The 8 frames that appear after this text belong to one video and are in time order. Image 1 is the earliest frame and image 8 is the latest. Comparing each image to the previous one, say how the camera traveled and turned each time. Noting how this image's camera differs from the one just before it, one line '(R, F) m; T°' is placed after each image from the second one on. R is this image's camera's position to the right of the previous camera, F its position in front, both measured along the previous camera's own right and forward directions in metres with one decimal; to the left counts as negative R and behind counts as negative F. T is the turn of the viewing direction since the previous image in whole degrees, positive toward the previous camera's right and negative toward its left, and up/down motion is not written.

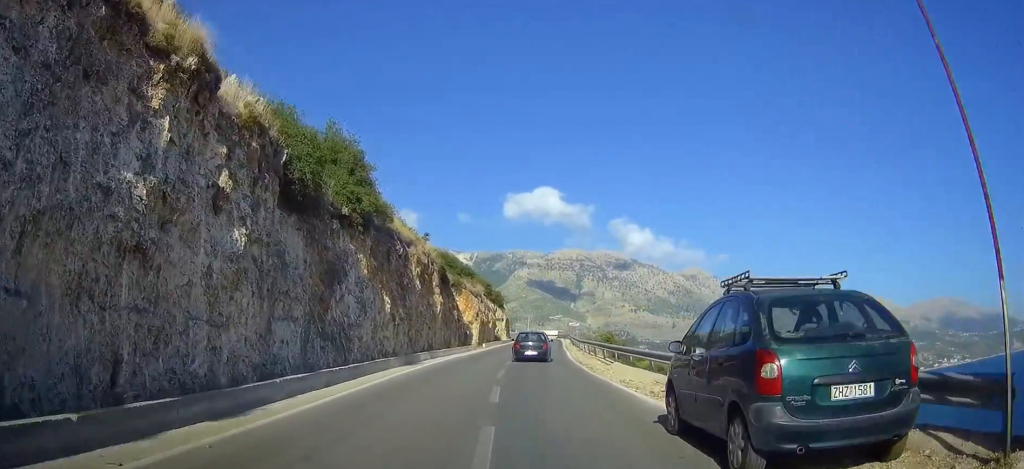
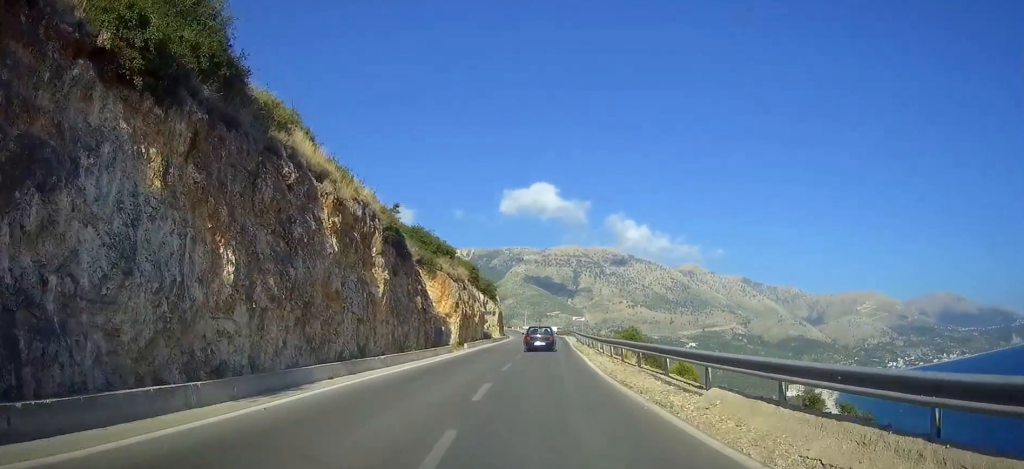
(+0.3, +15.4) m; +2°
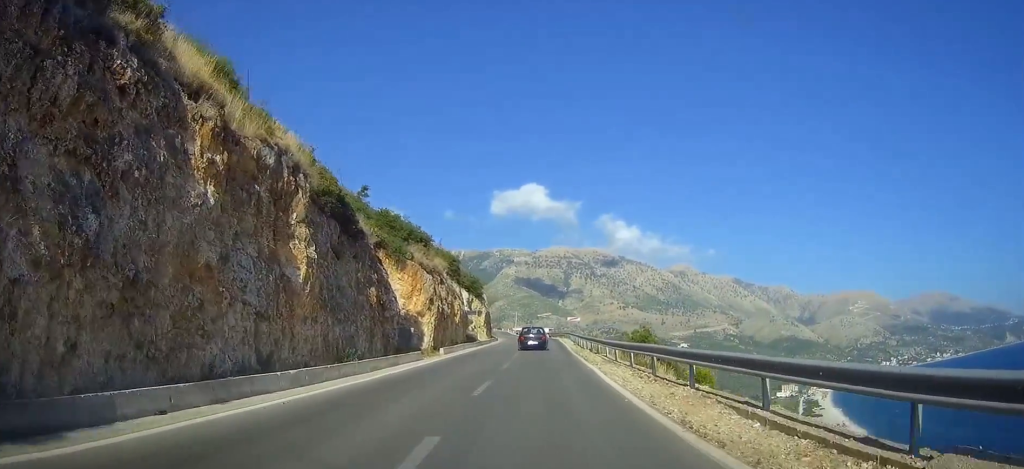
(0.0, +8.1) m; 0°
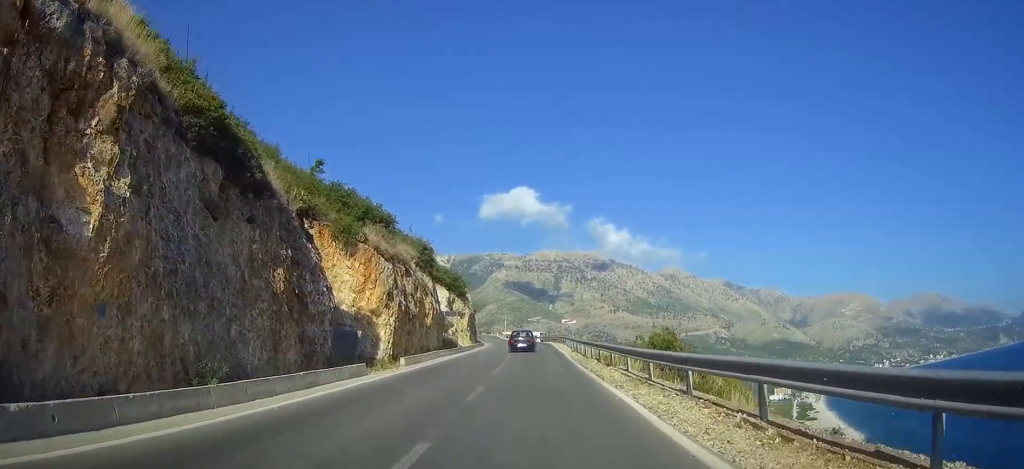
(0.0, +9.0) m; 0°
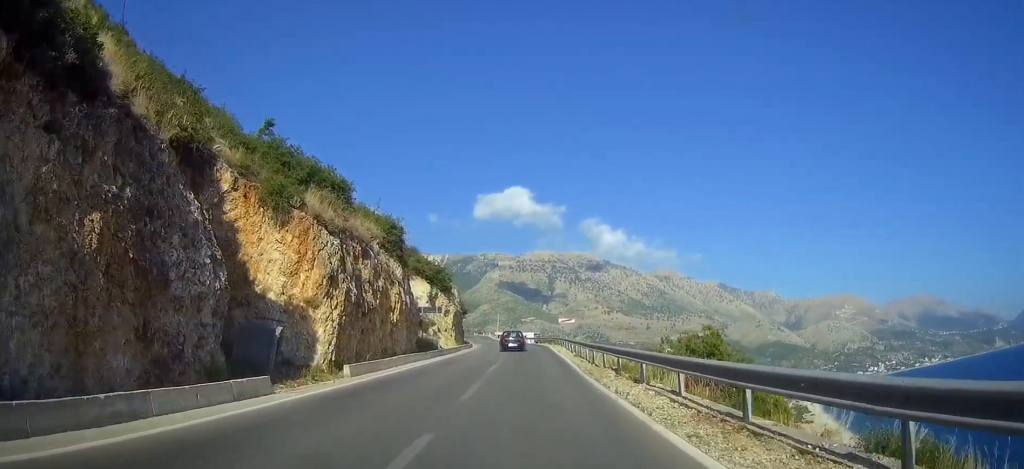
(0.0, +7.9) m; 0°
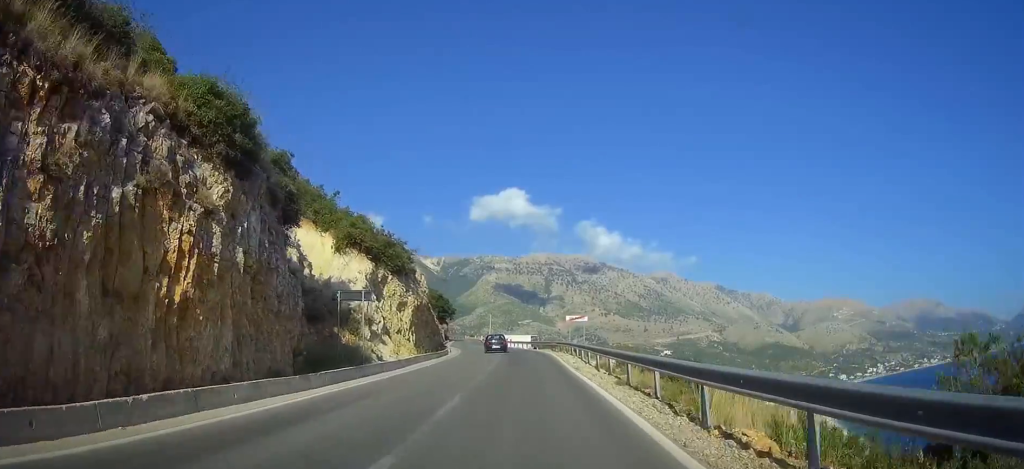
(0.0, +18.8) m; 0°
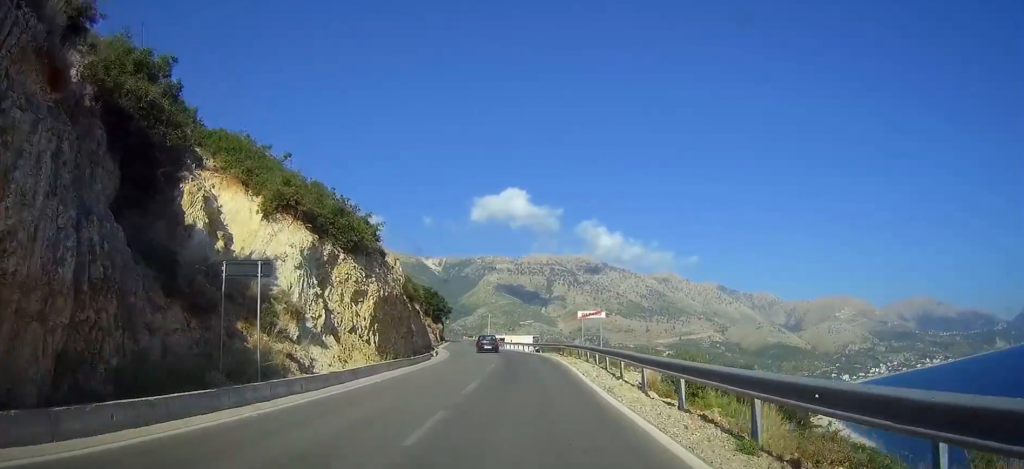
(0.0, +10.2) m; 0°
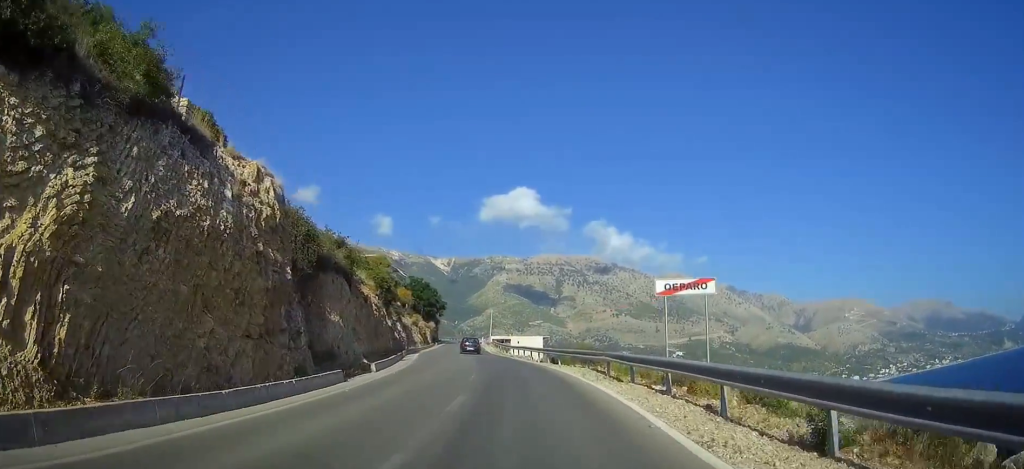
(0.0, +21.7) m; -3°
